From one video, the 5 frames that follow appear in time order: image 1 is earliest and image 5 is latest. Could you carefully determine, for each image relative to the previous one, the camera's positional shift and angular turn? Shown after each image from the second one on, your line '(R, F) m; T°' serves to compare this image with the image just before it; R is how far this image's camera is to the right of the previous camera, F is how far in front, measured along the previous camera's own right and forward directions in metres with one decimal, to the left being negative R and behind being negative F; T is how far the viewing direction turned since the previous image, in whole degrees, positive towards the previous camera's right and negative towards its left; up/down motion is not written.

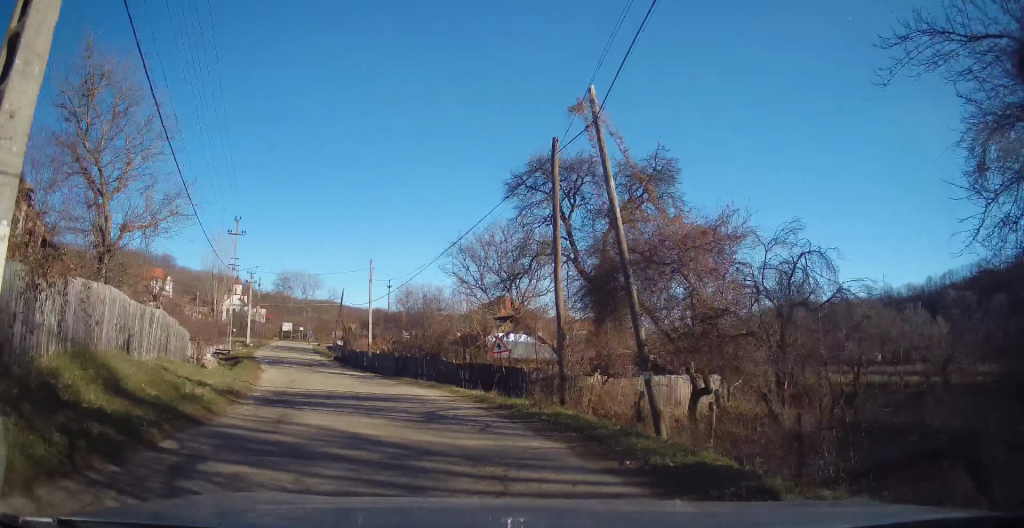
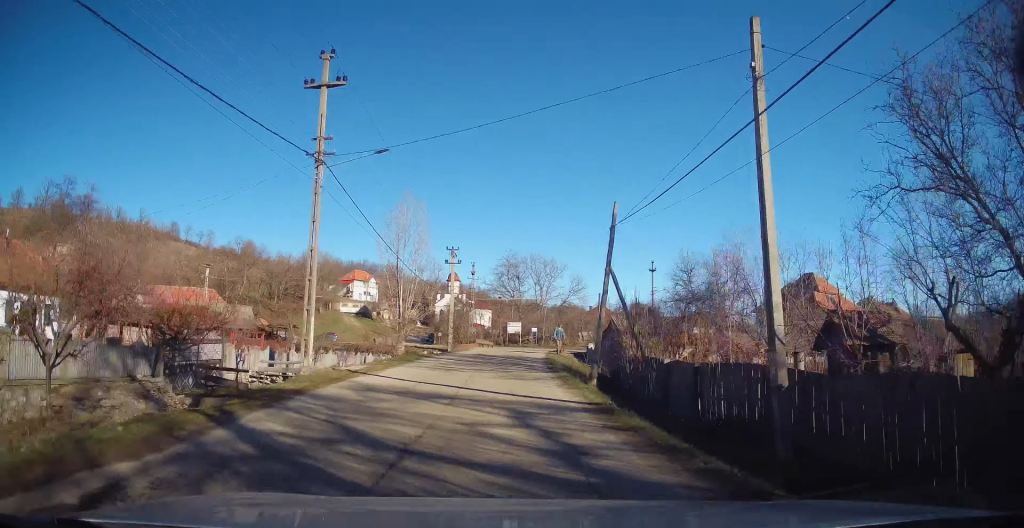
(-9.6, +28.9) m; -33°
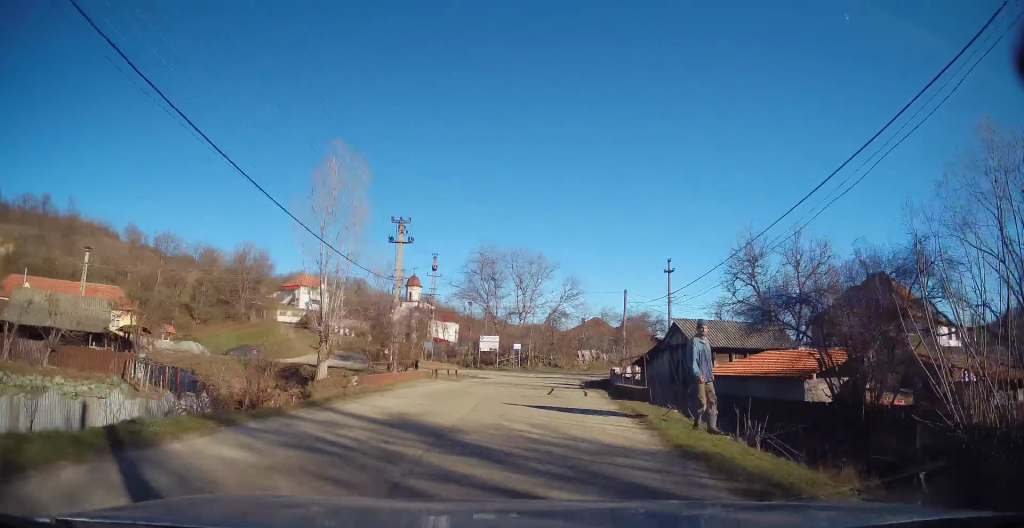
(0.0, +20.9) m; +5°
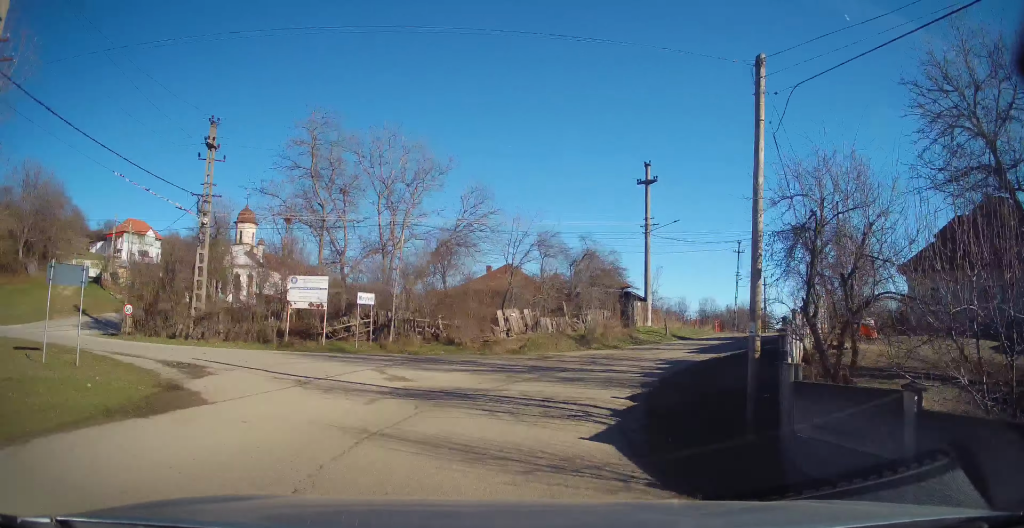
(+3.5, +30.1) m; +15°
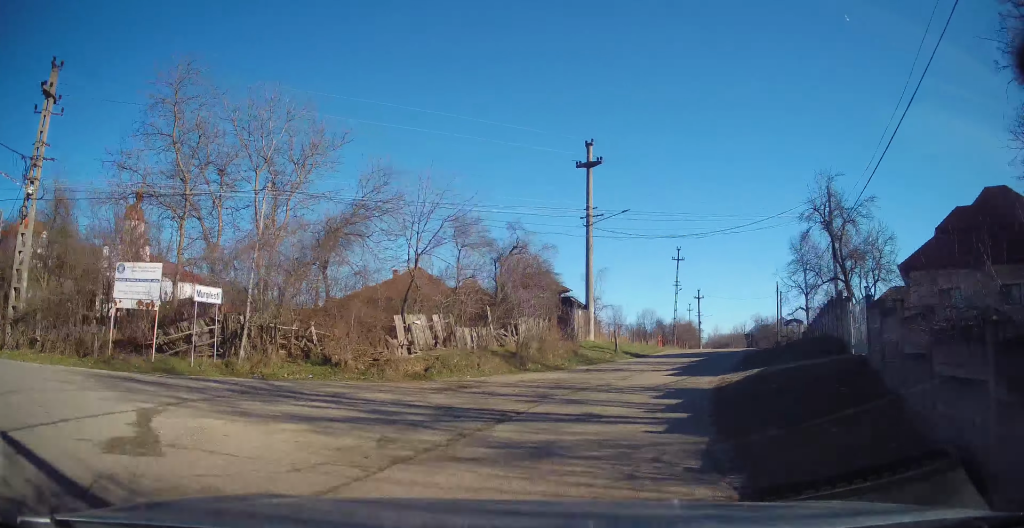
(+0.3, +7.9) m; +8°
